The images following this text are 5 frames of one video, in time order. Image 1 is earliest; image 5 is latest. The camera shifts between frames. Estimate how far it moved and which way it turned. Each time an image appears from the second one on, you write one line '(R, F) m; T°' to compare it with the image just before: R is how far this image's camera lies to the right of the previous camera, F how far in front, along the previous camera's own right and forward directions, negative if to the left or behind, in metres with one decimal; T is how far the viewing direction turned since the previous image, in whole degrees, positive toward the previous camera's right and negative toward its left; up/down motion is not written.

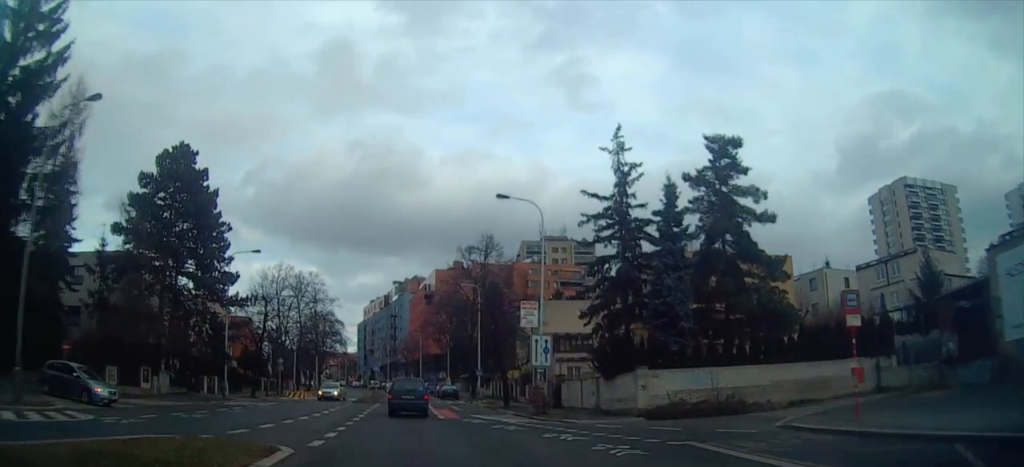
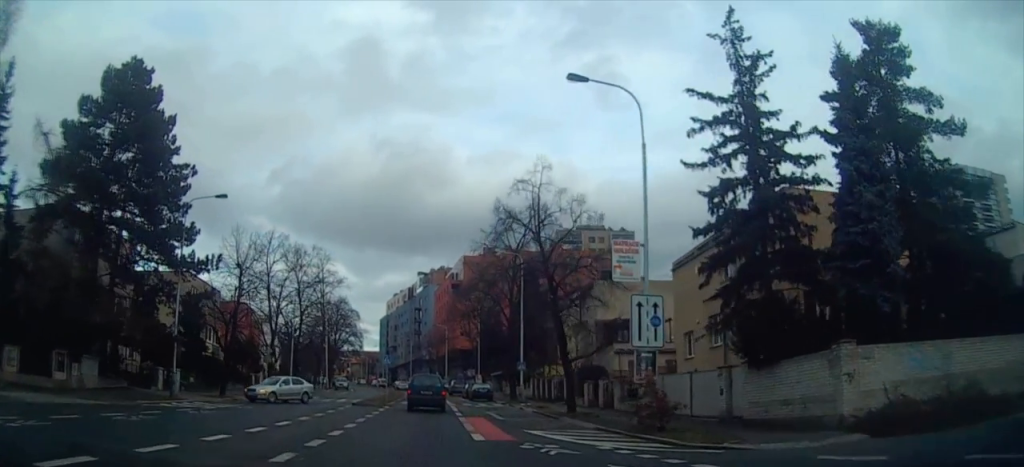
(-0.1, +12.6) m; -1°
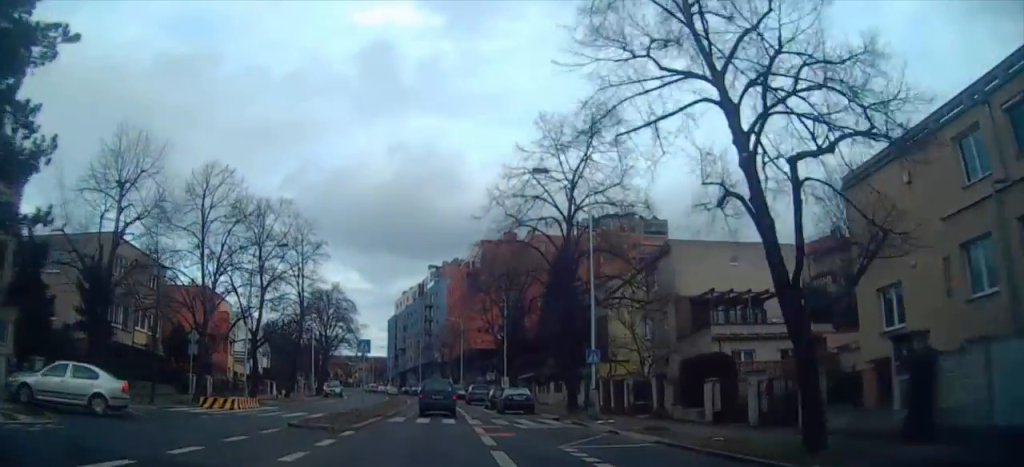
(0.0, +17.0) m; 0°
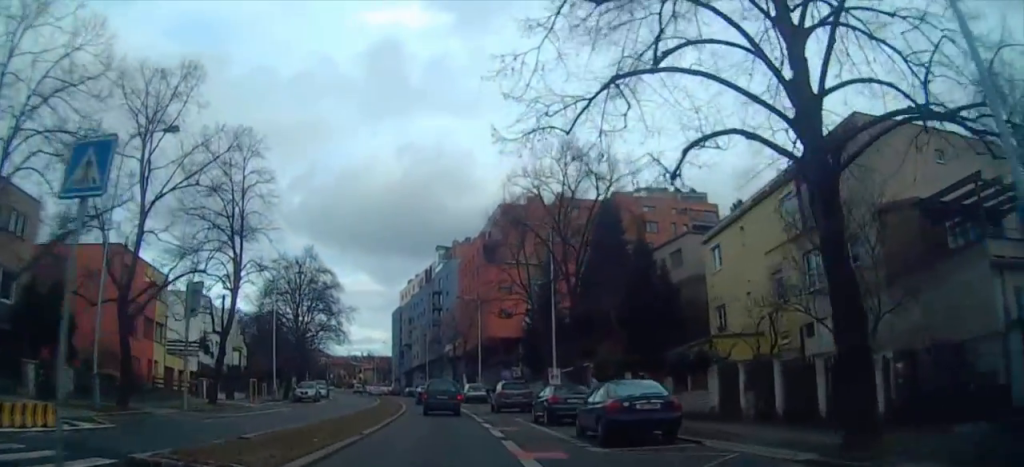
(+0.1, +20.2) m; 0°
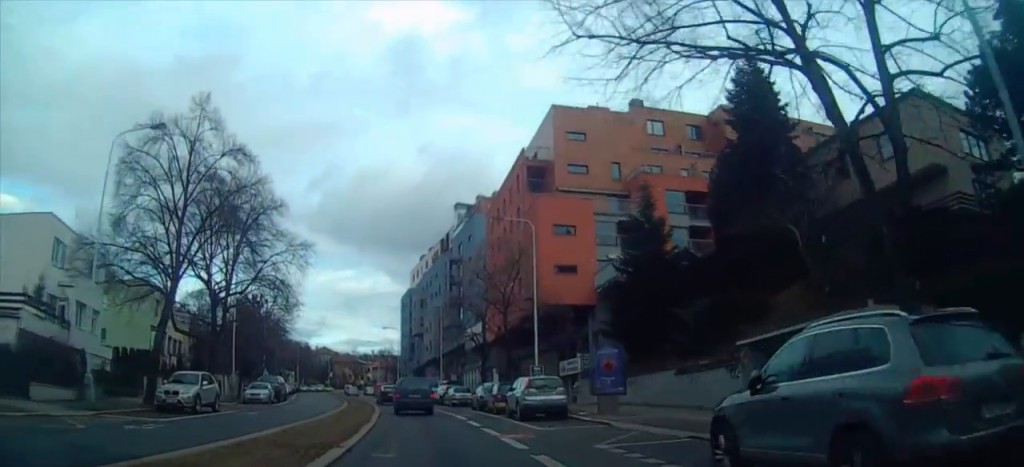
(-2.3, +30.0) m; -7°
